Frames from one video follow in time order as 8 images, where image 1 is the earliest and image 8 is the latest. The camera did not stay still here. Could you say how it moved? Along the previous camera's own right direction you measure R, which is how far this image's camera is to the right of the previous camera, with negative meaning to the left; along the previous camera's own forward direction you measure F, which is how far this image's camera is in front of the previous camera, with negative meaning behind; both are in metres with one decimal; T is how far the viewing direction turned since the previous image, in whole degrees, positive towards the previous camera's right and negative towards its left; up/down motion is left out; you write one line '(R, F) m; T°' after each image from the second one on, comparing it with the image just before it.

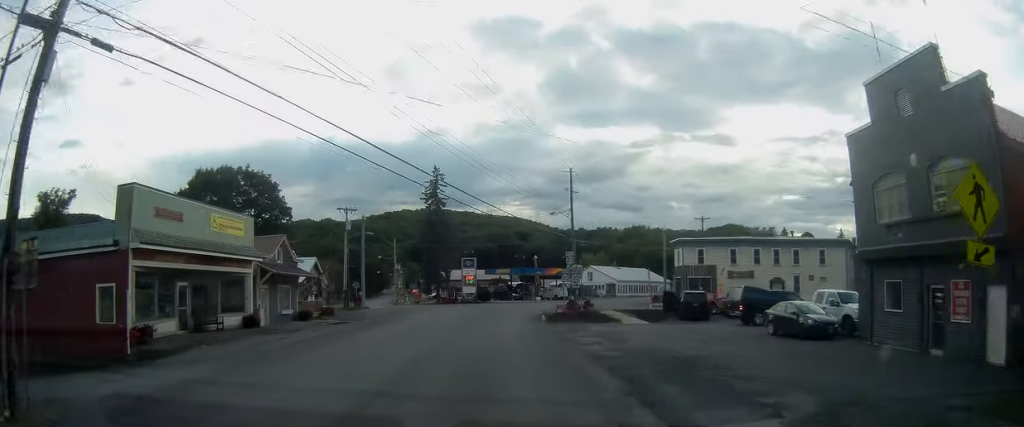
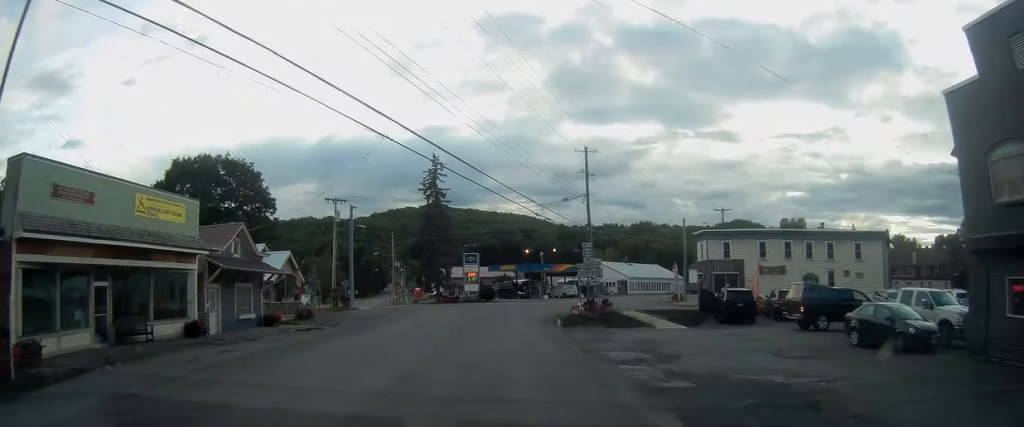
(-0.1, +6.5) m; +1°
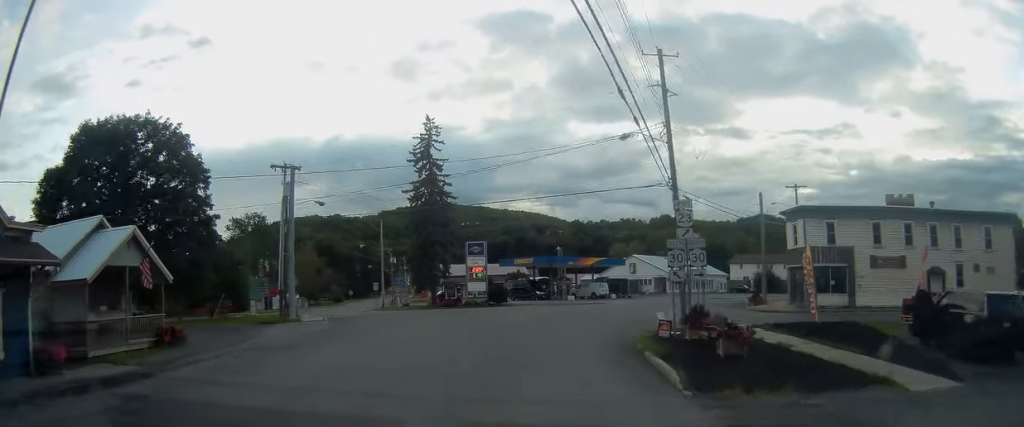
(+0.5, +18.1) m; -1°
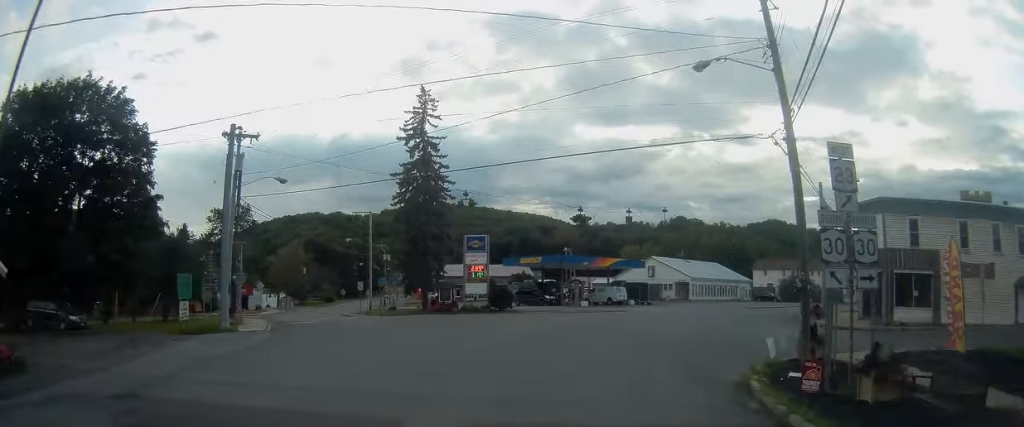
(-0.4, +9.2) m; 0°
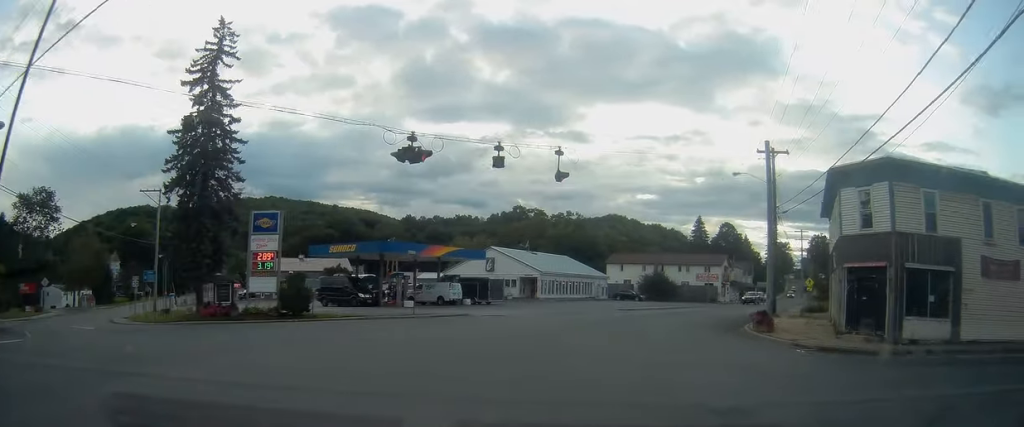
(+2.4, +12.2) m; +37°
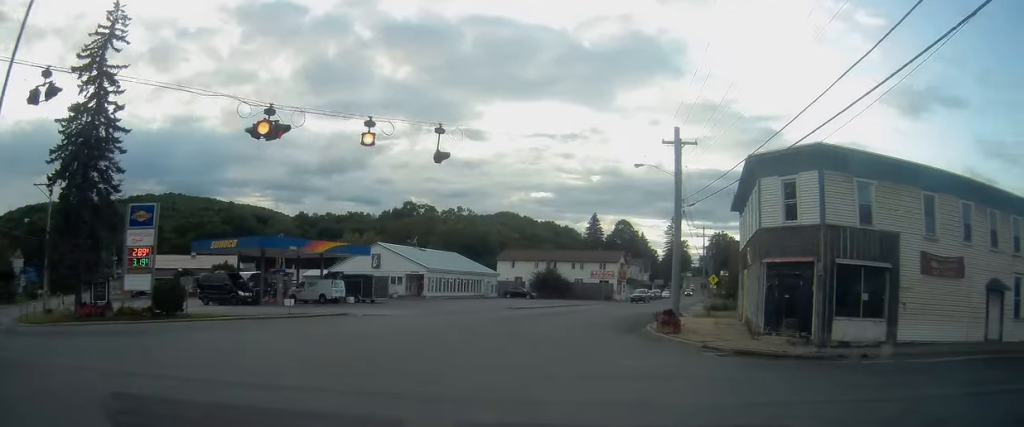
(0.0, +2.3) m; +13°
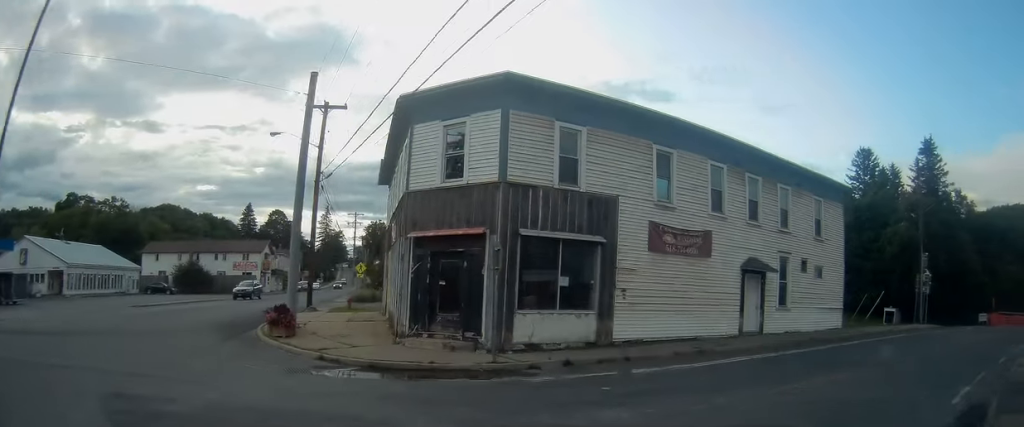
(+2.0, +6.0) m; +32°
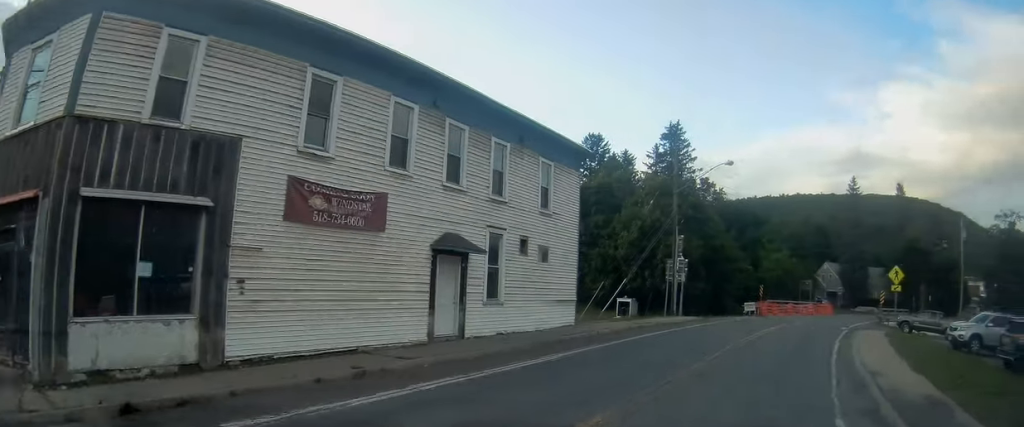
(+1.2, +7.0) m; +16°
